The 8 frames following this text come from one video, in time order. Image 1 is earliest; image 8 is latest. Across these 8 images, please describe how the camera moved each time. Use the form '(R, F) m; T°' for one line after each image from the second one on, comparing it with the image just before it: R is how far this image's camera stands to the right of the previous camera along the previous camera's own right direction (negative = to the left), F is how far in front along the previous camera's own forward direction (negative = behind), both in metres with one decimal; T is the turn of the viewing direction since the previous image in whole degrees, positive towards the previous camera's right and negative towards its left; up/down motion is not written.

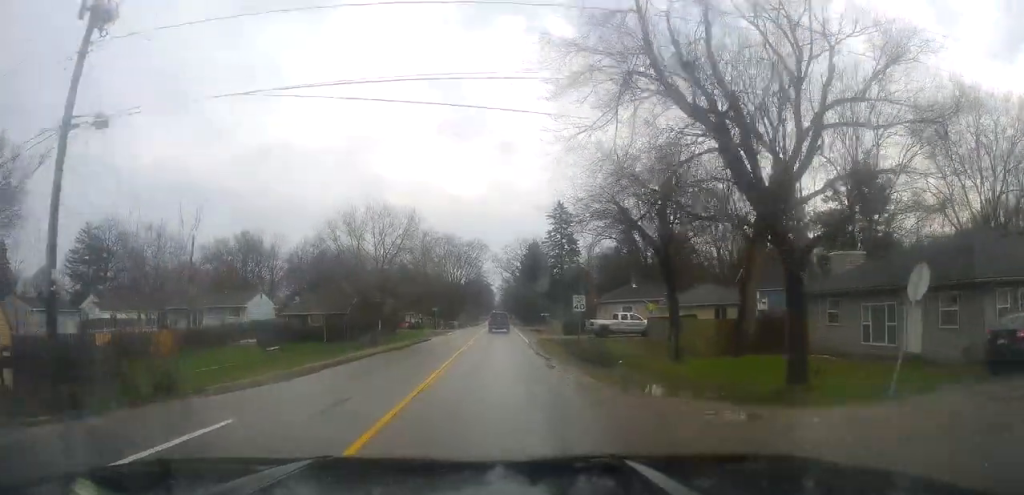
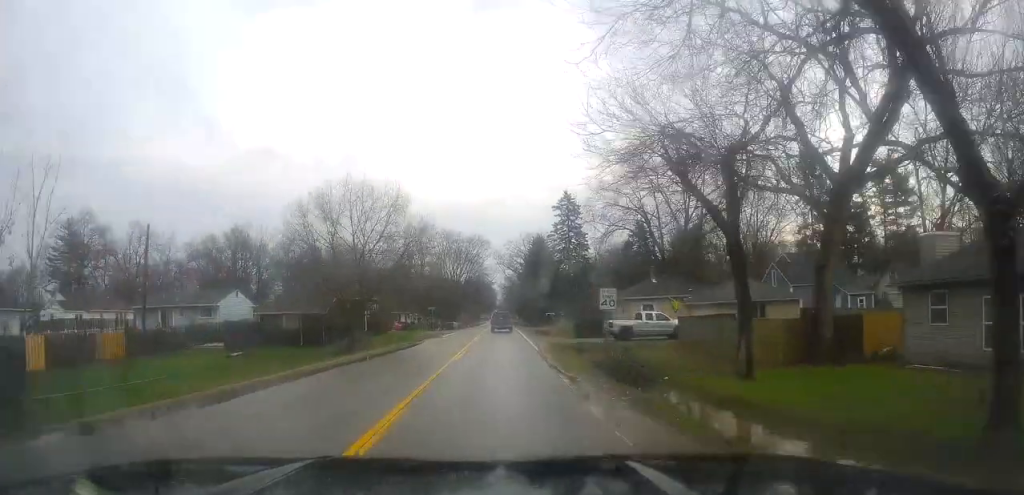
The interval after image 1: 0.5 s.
(+0.2, +7.1) m; 0°
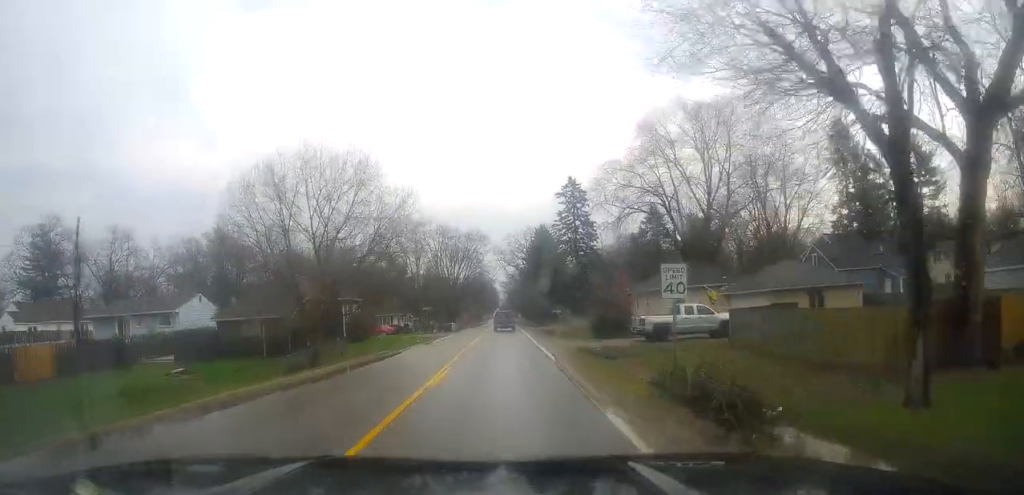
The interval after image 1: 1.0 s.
(+0.3, +8.1) m; 0°
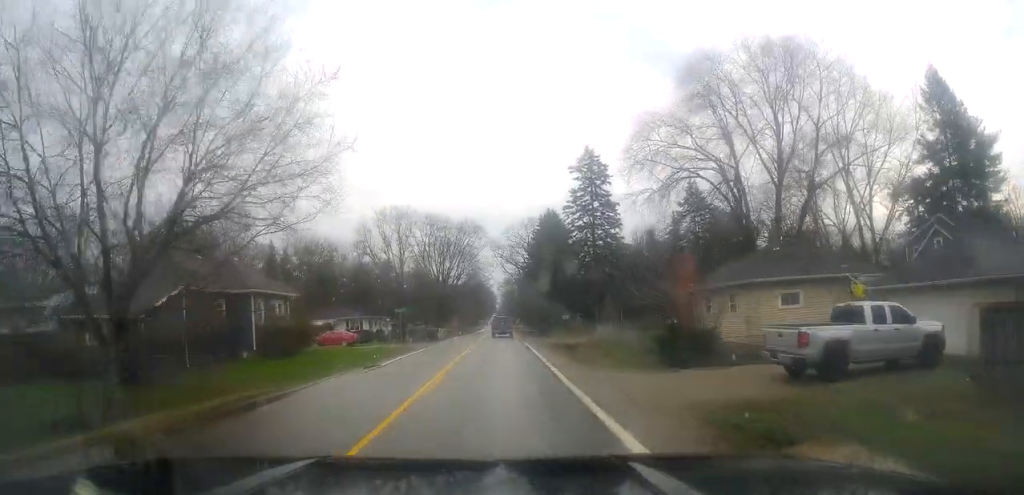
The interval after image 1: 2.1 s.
(-0.5, +16.7) m; 0°
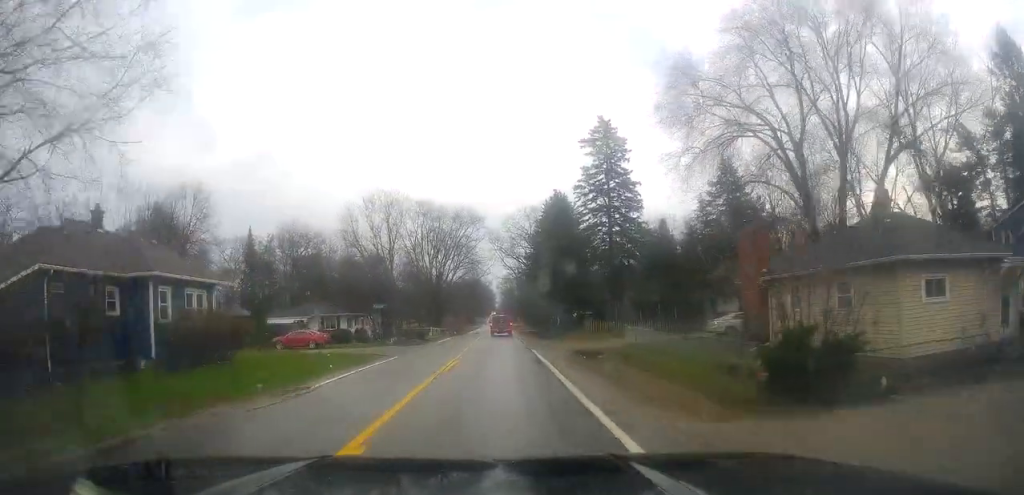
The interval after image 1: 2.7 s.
(+0.3, +9.3) m; 0°
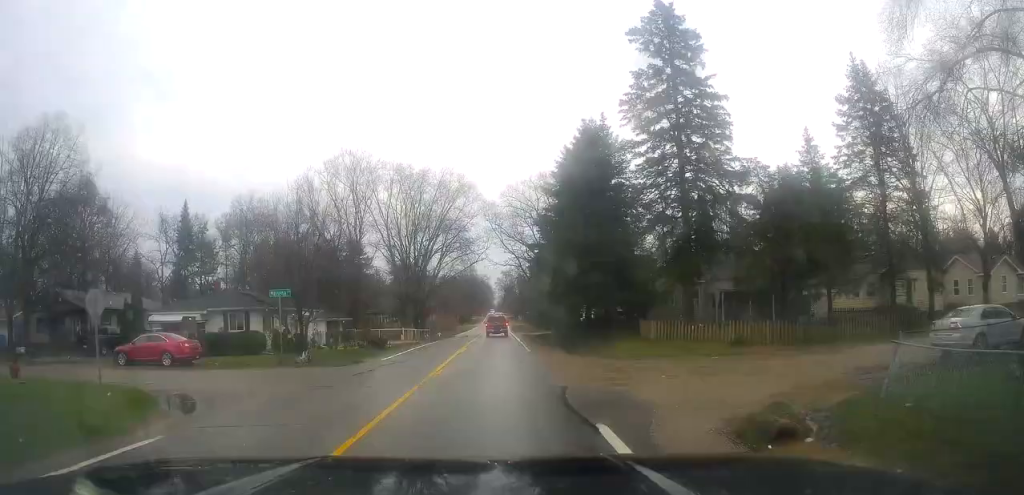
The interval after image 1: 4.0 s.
(-0.3, +21.1) m; 0°
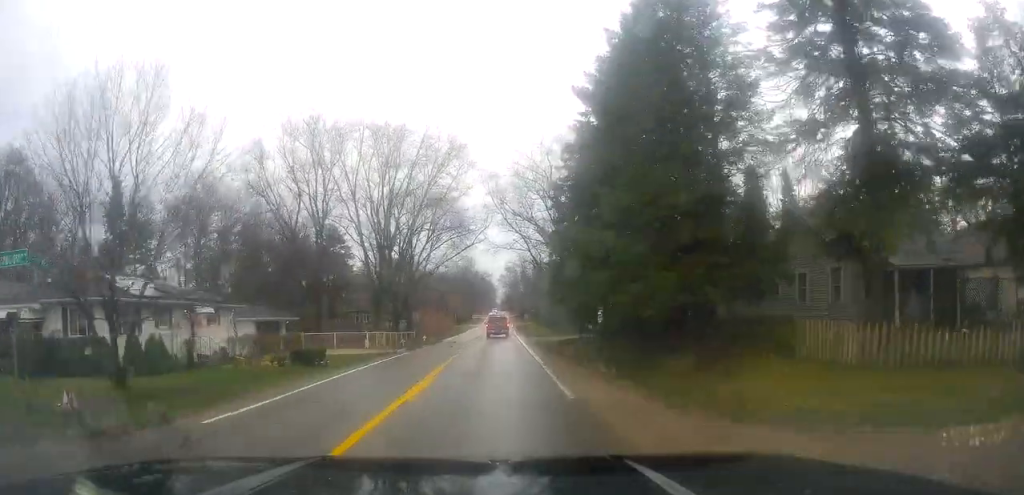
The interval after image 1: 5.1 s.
(+0.6, +16.6) m; +2°
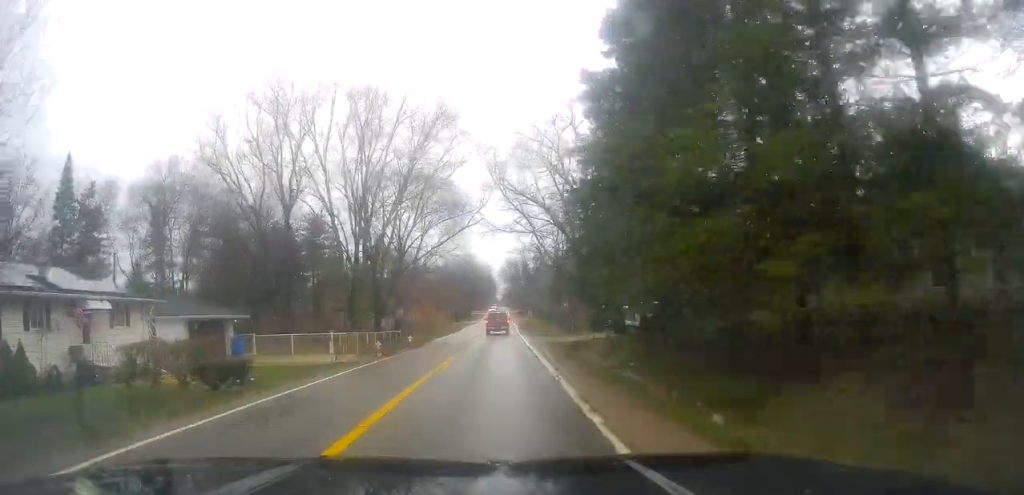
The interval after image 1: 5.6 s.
(0.0, +9.0) m; -1°
